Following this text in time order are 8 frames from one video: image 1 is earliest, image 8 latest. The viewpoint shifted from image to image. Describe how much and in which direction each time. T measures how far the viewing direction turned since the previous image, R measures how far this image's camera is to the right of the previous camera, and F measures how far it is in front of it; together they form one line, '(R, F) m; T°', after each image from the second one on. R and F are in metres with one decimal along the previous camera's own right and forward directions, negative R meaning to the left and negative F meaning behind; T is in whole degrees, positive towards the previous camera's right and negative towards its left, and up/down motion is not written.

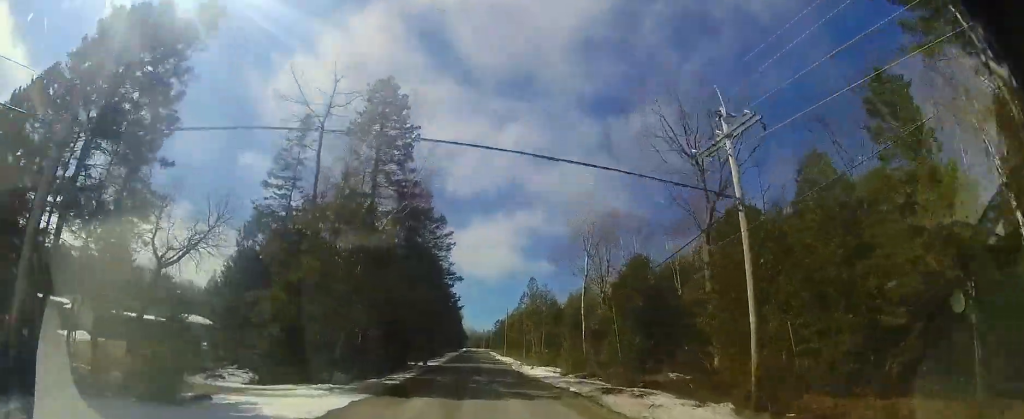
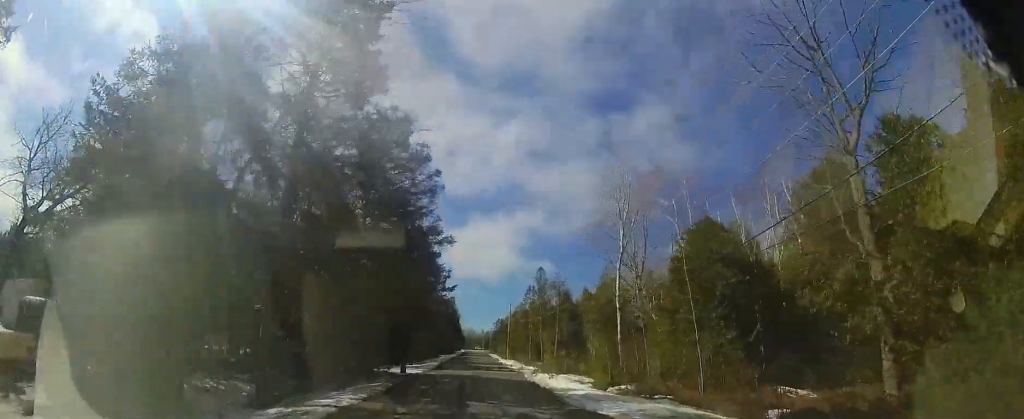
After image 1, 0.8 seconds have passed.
(0.0, +9.6) m; +2°
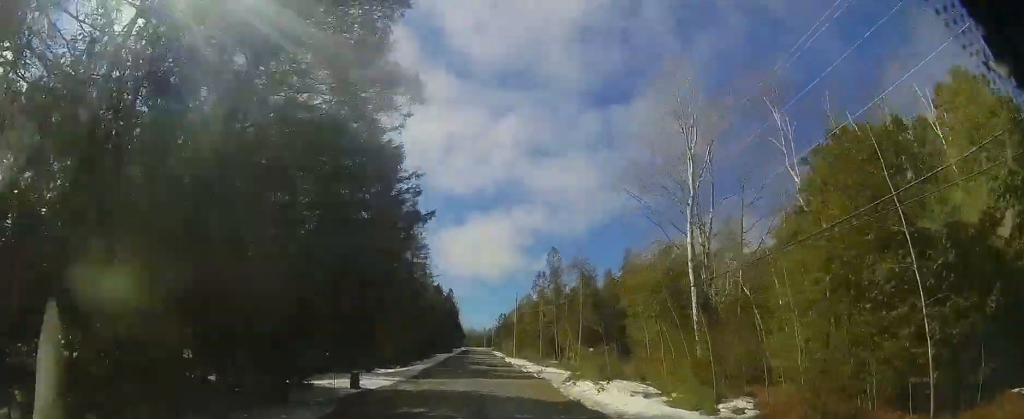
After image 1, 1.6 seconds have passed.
(+0.3, +9.8) m; 0°
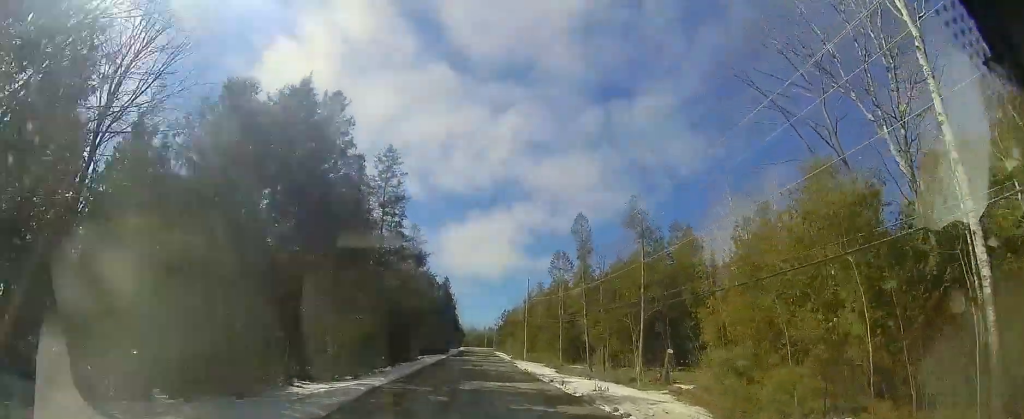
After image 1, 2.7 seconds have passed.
(-0.2, +13.0) m; -2°
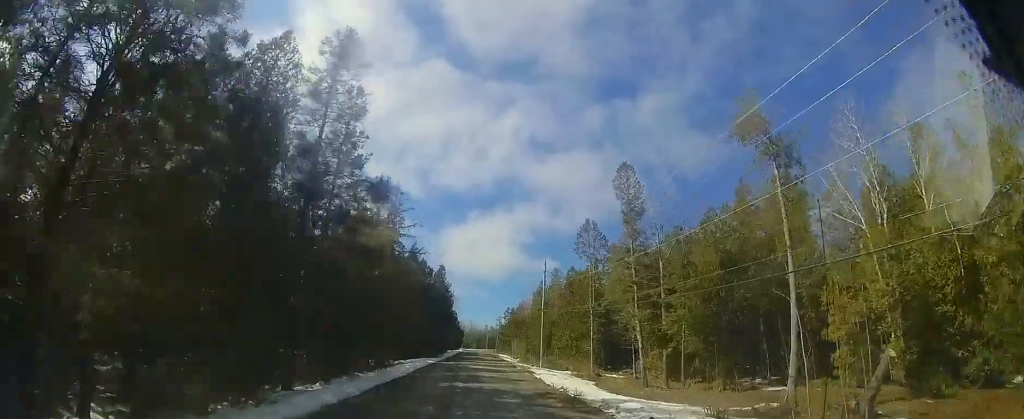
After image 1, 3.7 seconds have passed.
(-0.1, +11.4) m; 0°
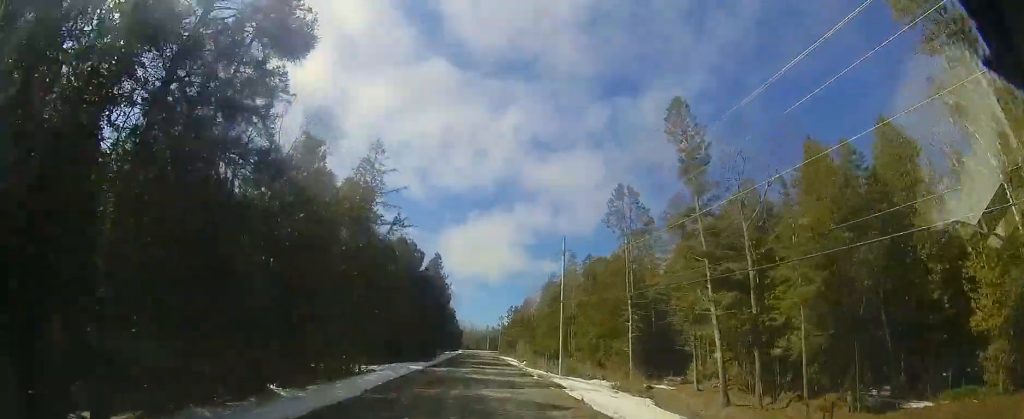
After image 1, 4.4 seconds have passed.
(+0.1, +8.0) m; 0°
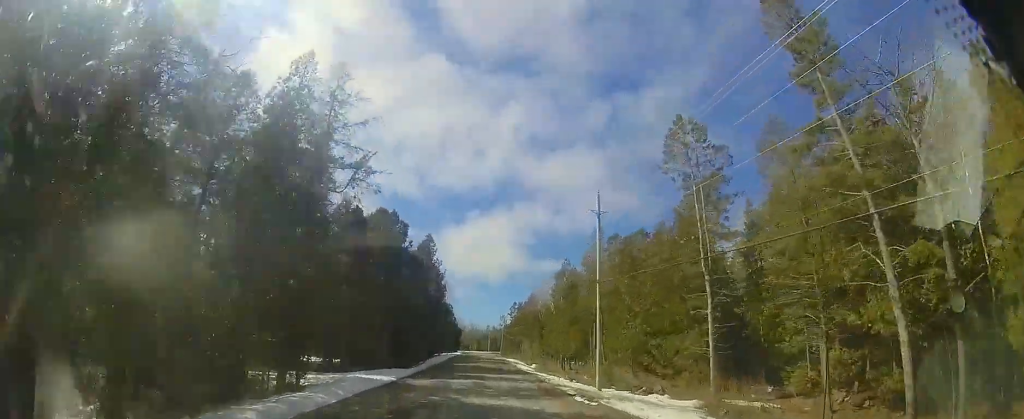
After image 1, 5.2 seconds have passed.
(+0.1, +8.6) m; 0°
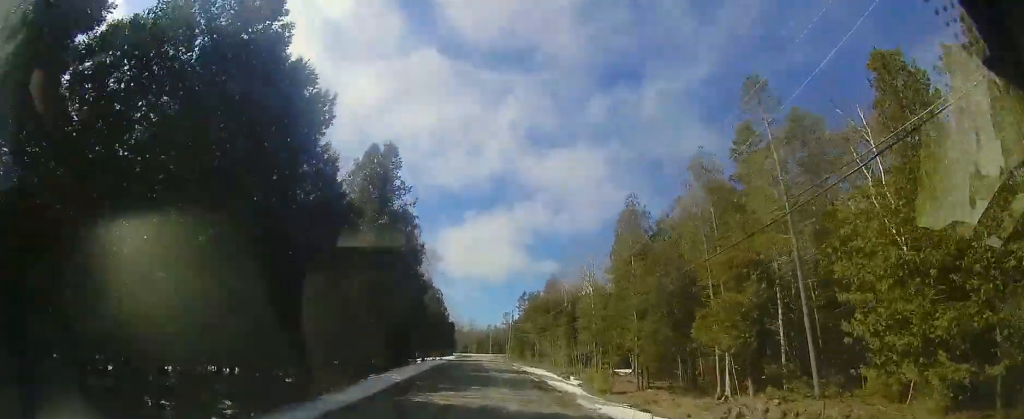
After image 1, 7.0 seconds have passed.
(-0.2, +19.7) m; -1°
